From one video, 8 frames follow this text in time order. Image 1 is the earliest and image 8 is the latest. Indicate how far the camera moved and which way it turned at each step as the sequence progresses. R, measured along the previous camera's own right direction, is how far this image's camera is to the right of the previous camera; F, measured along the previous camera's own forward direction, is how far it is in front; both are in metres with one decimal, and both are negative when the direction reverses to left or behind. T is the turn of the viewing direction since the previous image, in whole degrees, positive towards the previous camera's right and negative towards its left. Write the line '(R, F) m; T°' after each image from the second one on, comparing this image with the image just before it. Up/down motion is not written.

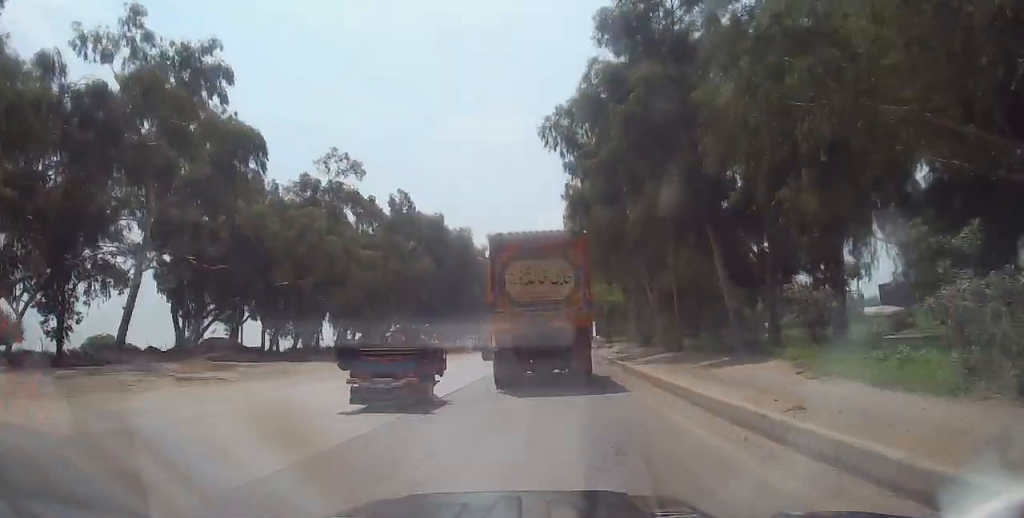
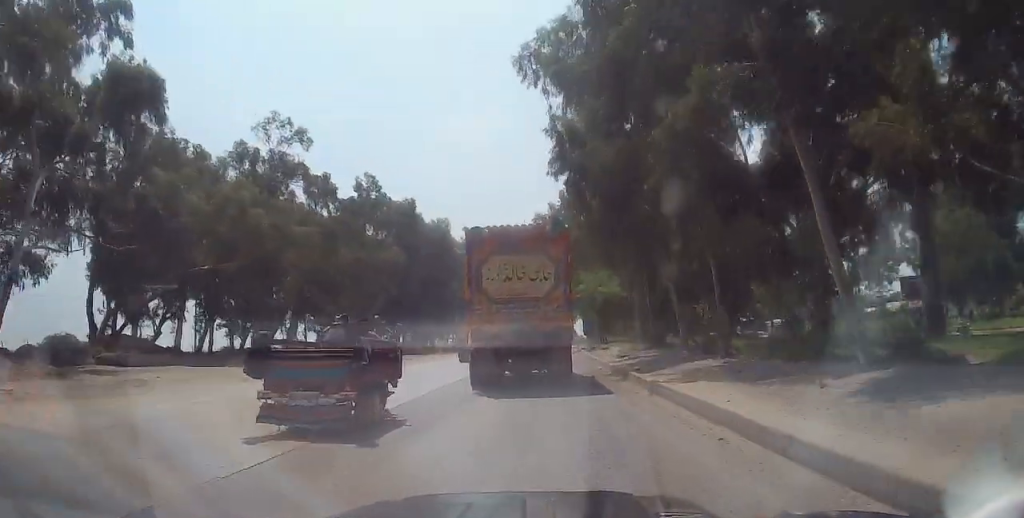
(+0.2, +9.1) m; +1°
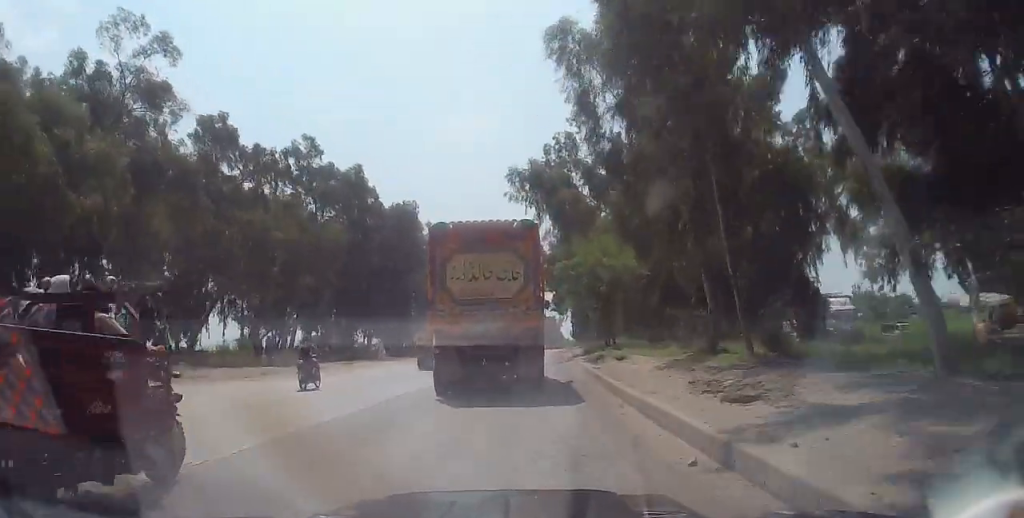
(+0.1, +16.3) m; 0°
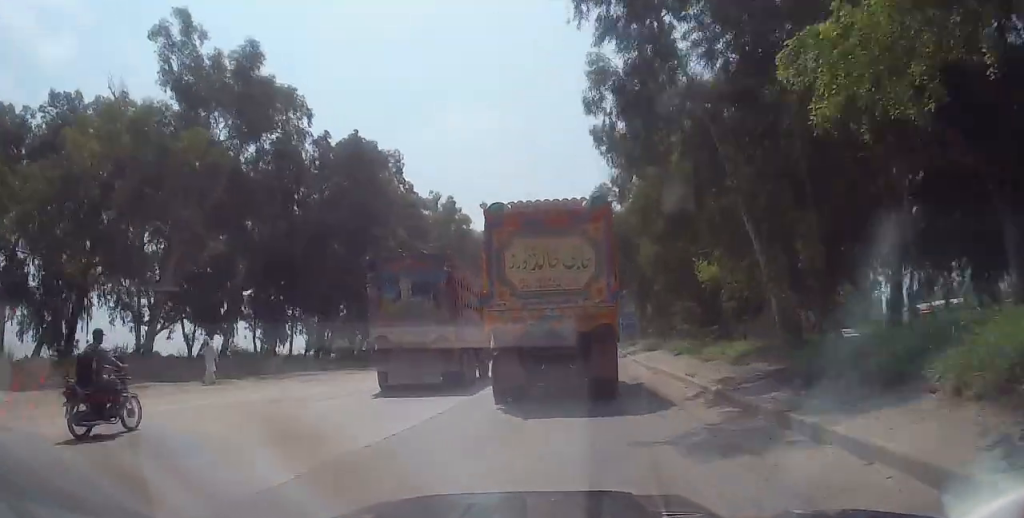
(-0.4, +27.6) m; -1°
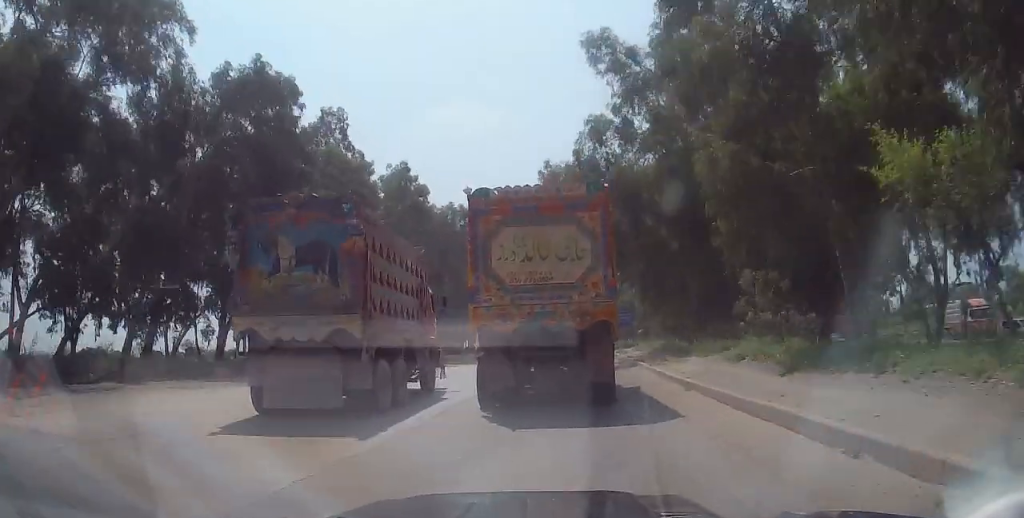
(+0.1, +13.3) m; +1°
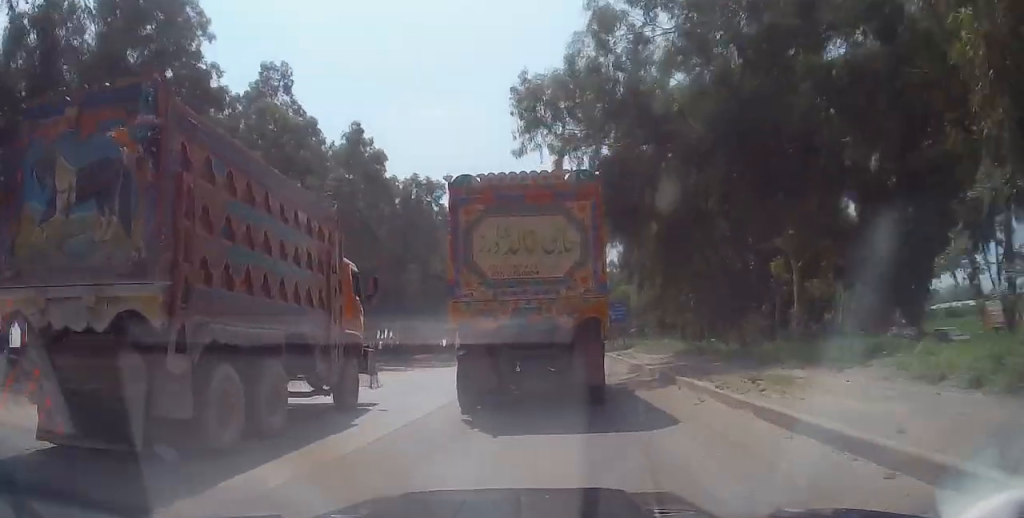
(+0.1, +10.3) m; +1°
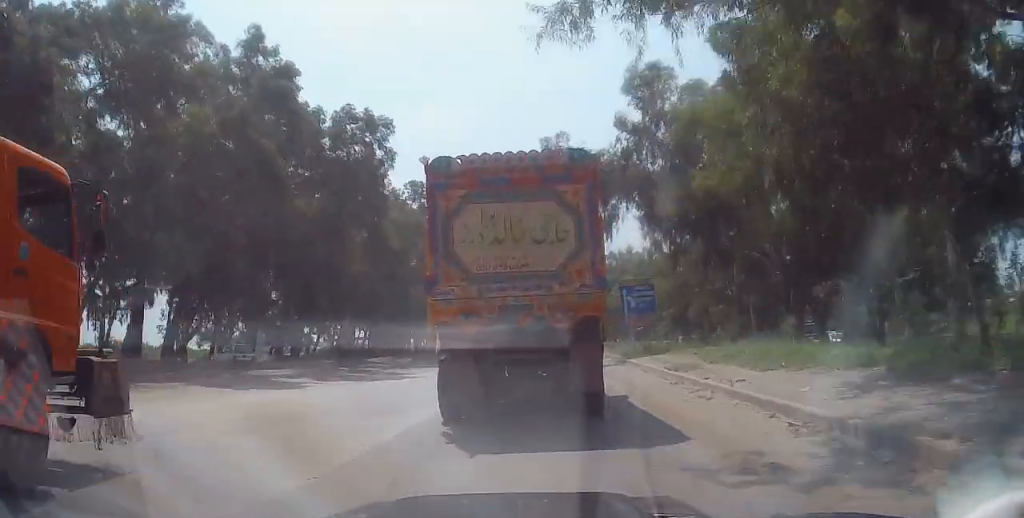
(0.0, +15.8) m; +1°
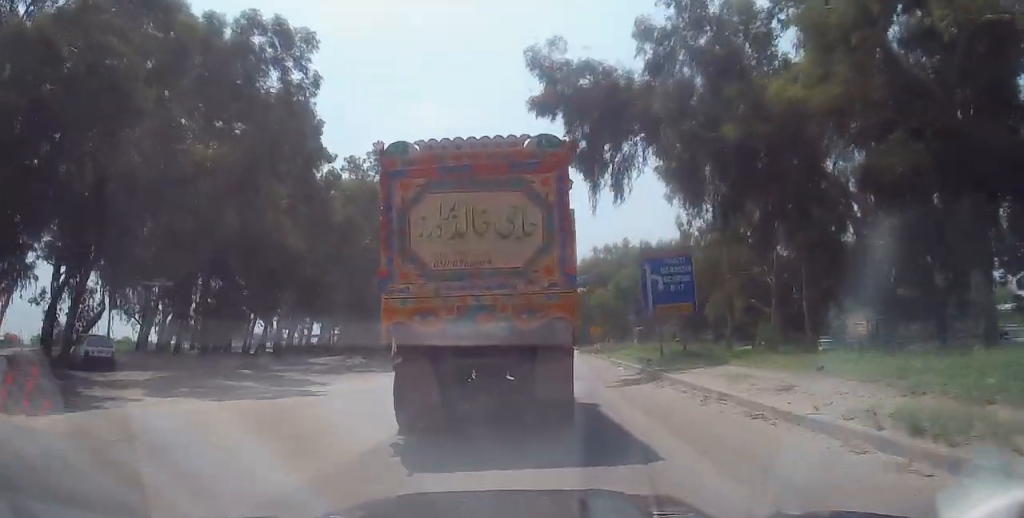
(0.0, +11.4) m; +1°
